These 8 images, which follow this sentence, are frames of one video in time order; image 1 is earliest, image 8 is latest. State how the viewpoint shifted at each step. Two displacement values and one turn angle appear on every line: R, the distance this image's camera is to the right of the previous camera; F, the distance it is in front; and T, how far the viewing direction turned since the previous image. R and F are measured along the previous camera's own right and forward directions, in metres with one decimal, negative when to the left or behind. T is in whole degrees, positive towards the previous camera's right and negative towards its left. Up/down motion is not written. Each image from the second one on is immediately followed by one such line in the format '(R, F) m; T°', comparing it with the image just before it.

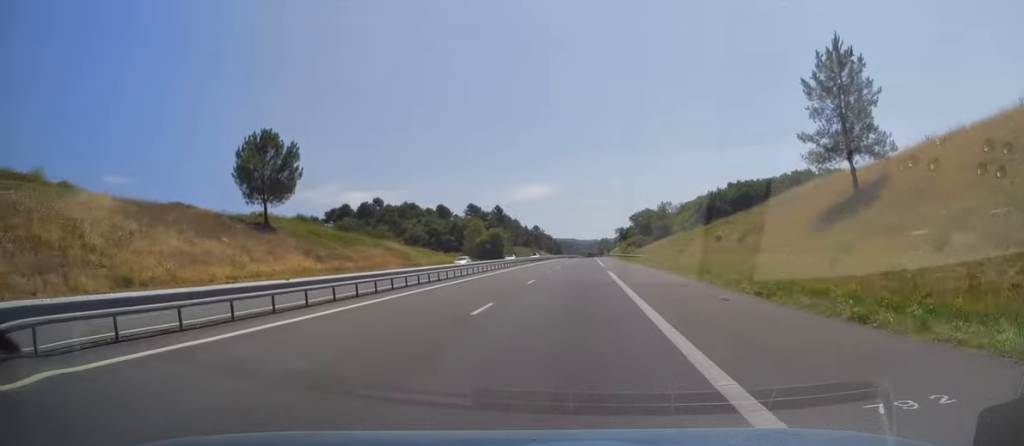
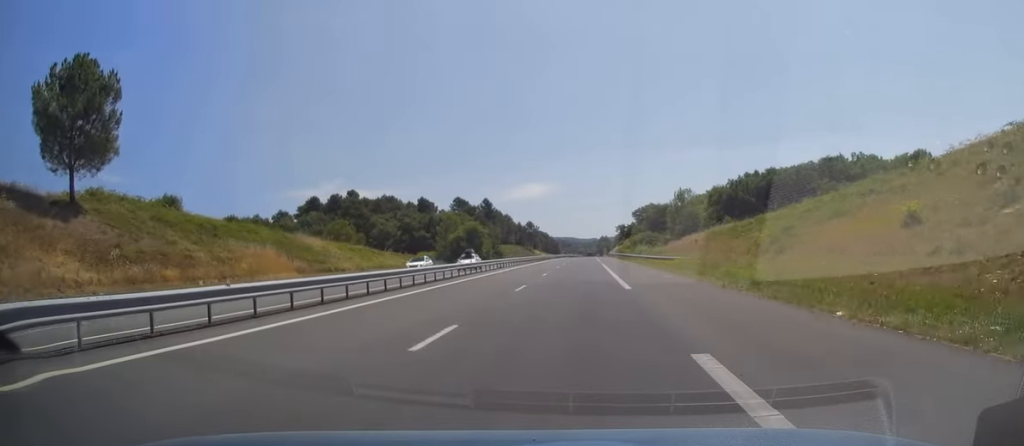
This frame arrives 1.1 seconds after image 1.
(0.0, +31.0) m; 0°
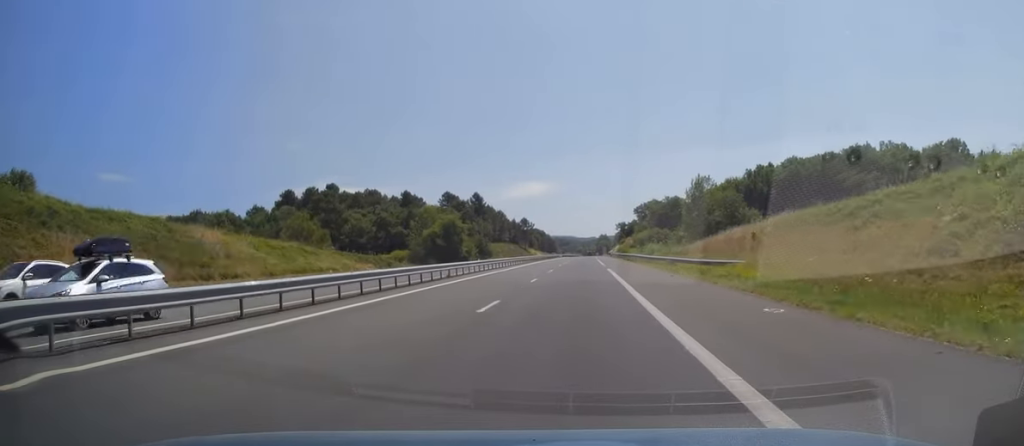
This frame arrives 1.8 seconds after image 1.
(0.0, +20.7) m; 0°
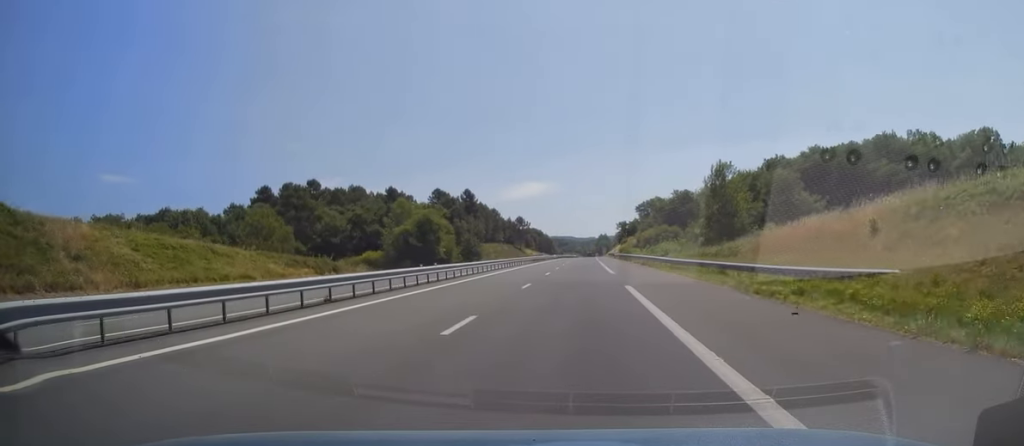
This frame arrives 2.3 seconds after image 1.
(0.0, +16.7) m; 0°
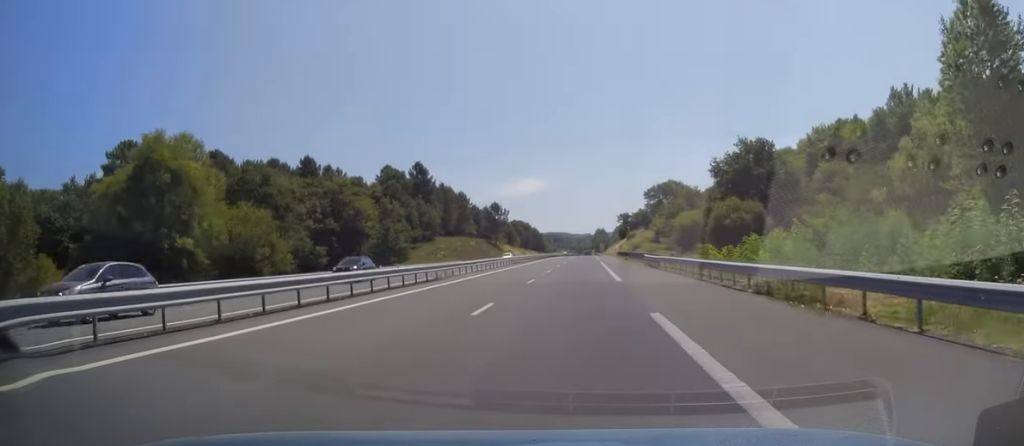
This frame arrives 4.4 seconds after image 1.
(0.0, +62.0) m; +1°
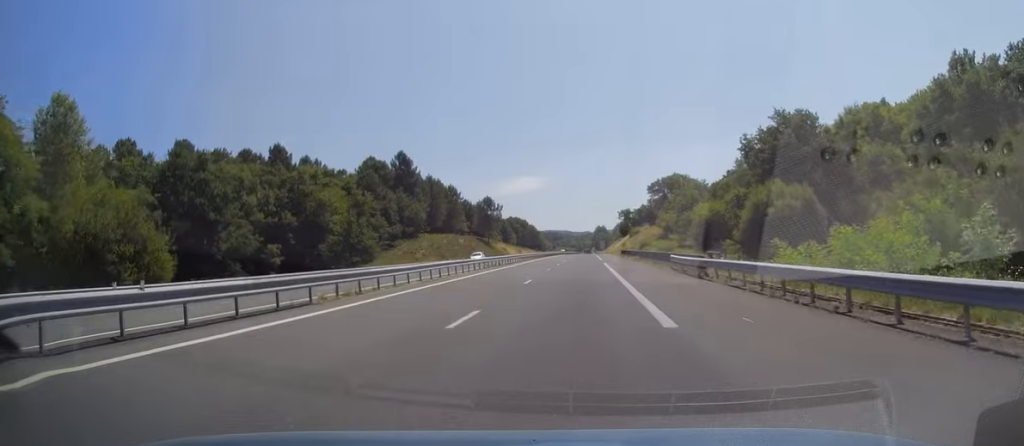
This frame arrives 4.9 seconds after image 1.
(+0.2, +15.3) m; 0°
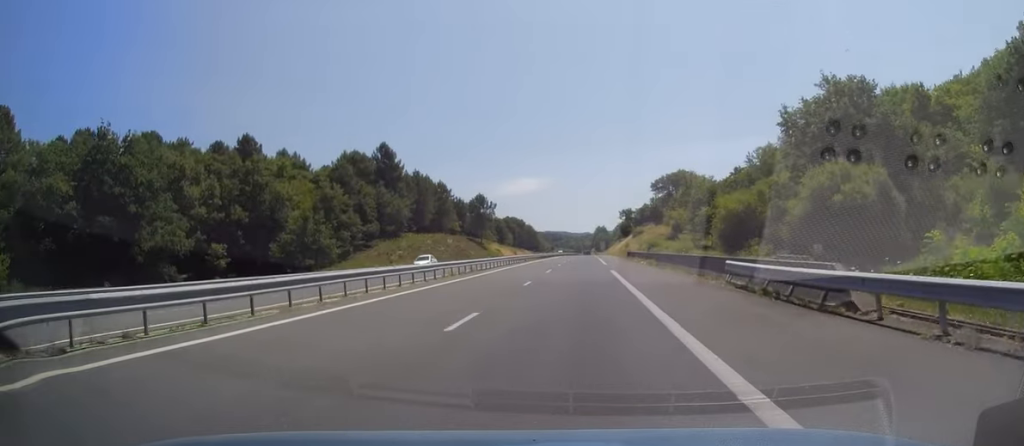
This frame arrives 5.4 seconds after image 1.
(+0.2, +13.3) m; 0°
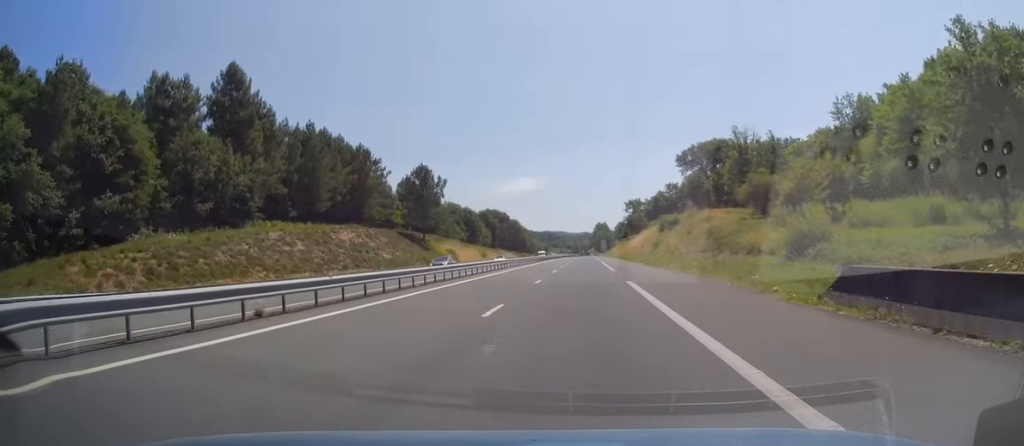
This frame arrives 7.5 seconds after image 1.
(-1.0, +62.6) m; 0°
